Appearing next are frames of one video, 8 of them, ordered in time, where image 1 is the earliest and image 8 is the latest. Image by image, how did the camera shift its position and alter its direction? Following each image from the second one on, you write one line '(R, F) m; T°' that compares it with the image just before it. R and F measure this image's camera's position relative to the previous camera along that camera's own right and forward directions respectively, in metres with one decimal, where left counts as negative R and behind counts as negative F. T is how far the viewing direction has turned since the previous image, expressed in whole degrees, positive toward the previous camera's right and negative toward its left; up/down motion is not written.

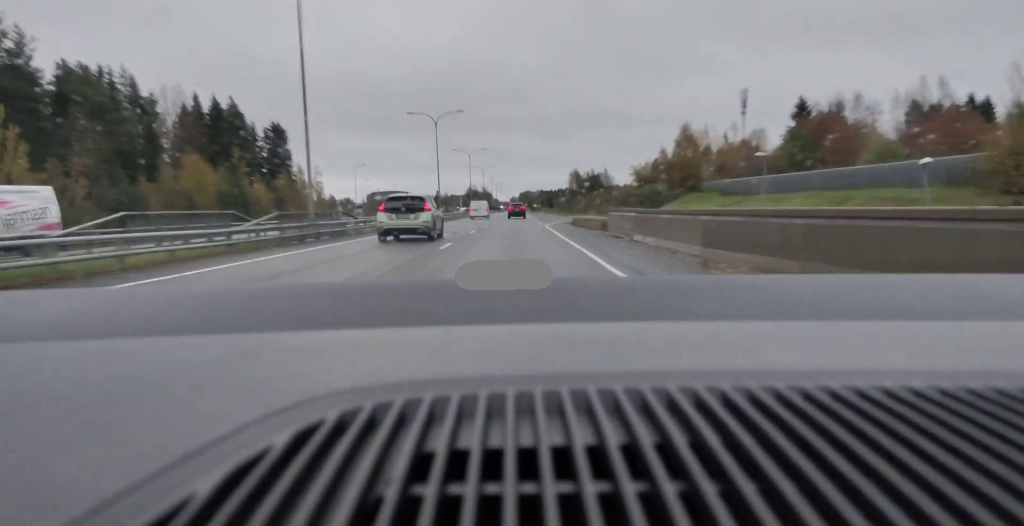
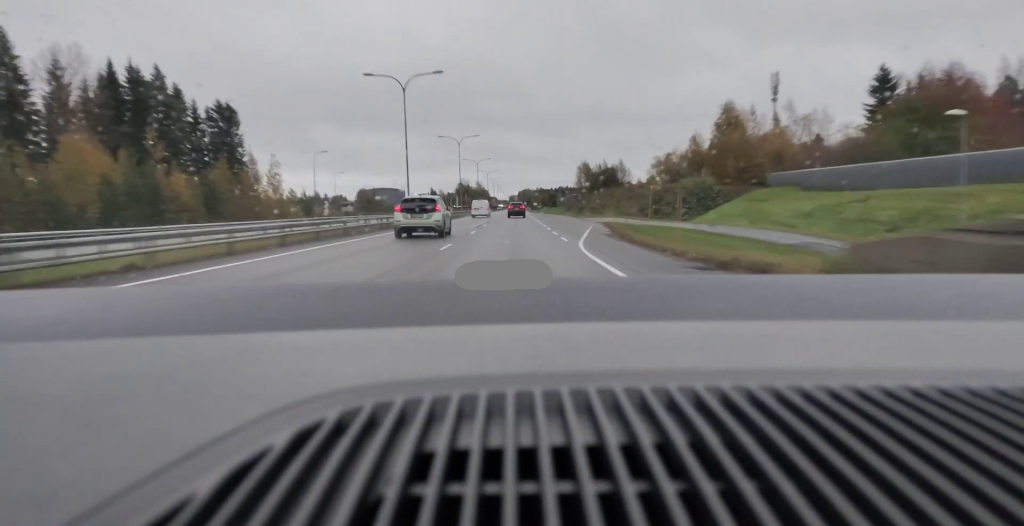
(+0.1, +24.3) m; +1°
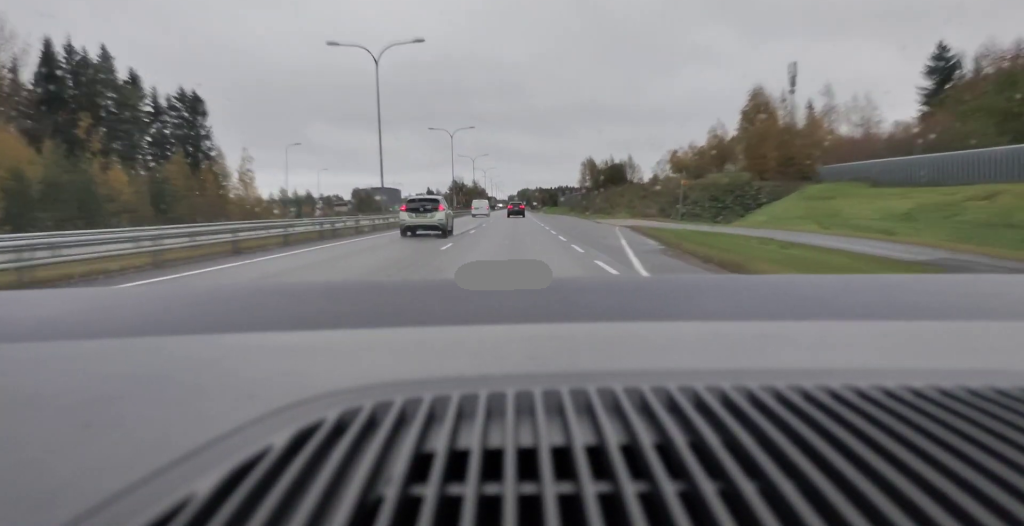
(+0.1, +11.6) m; 0°
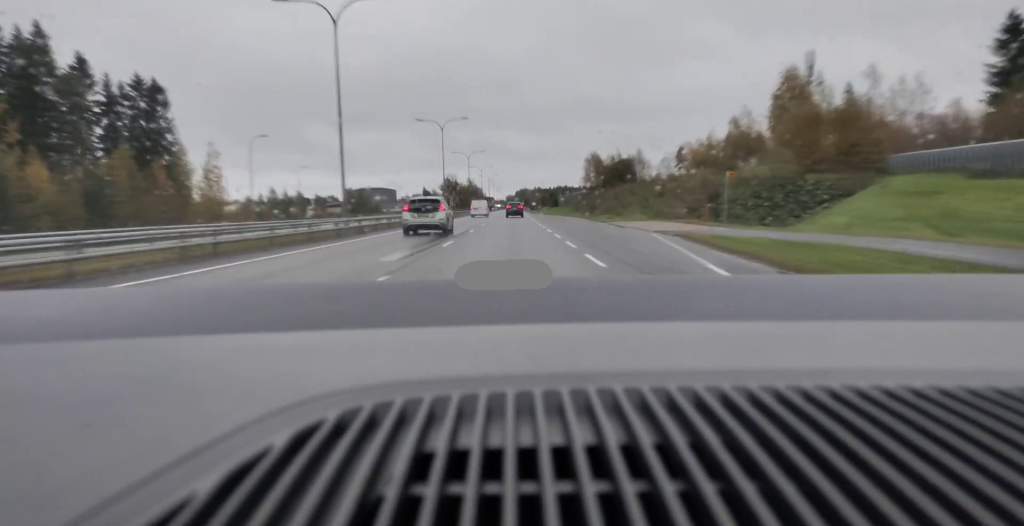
(+0.1, +10.5) m; 0°
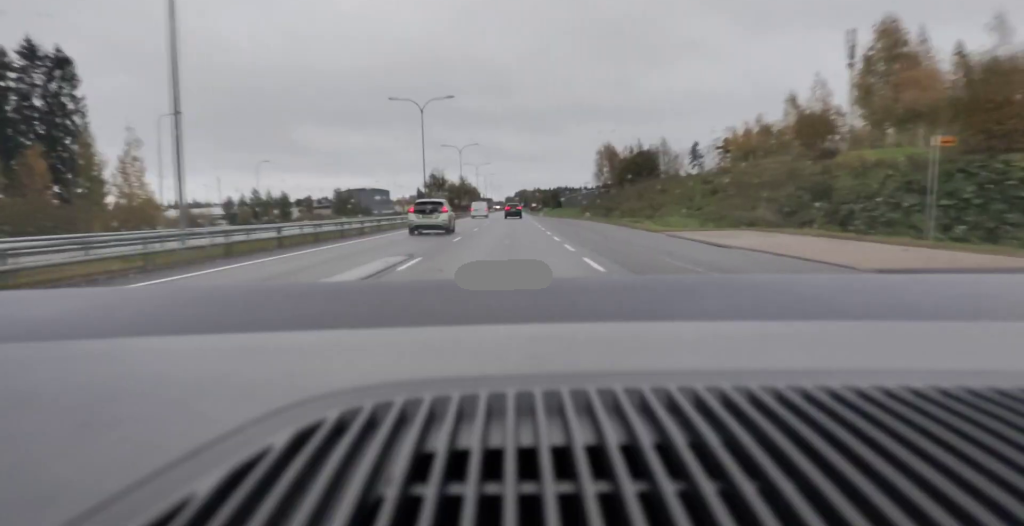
(-0.1, +19.4) m; 0°
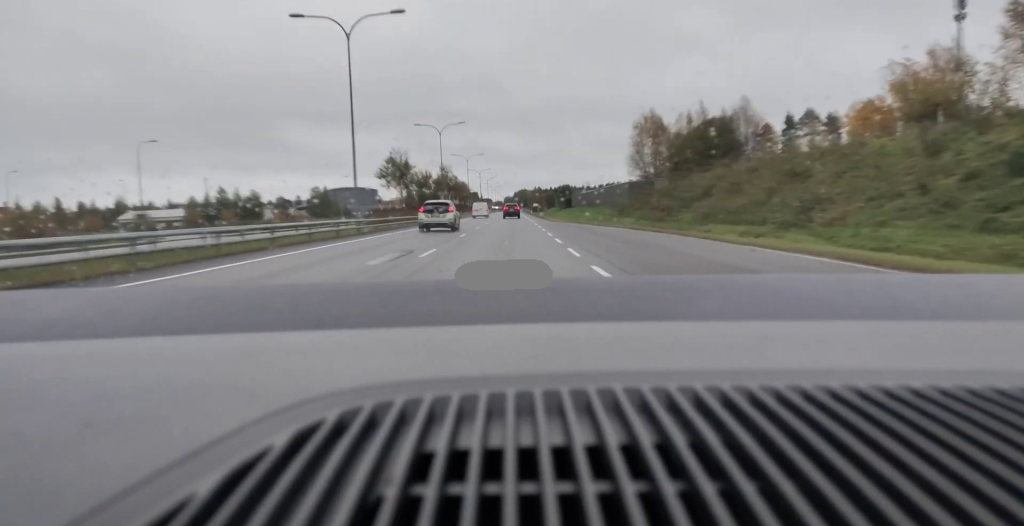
(-0.2, +32.1) m; 0°
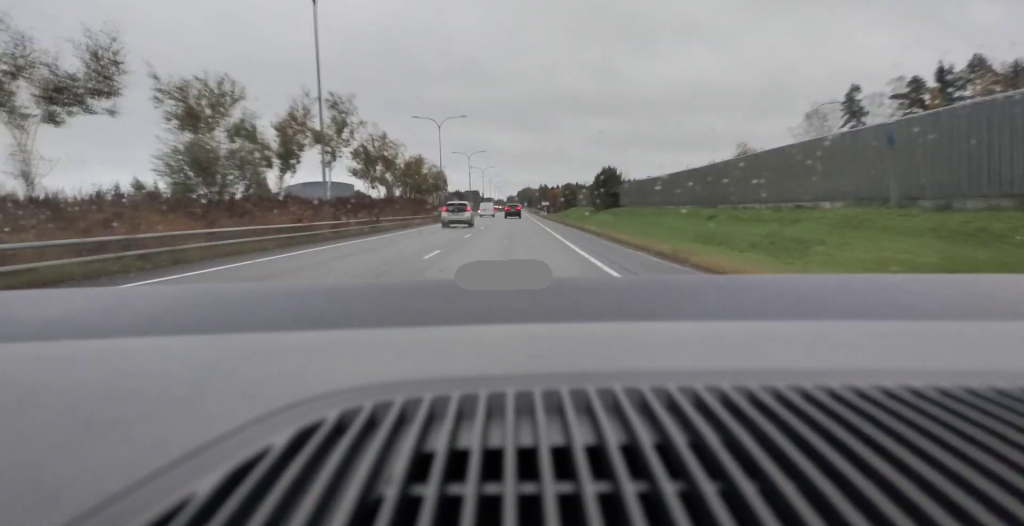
(-0.5, +60.9) m; -1°
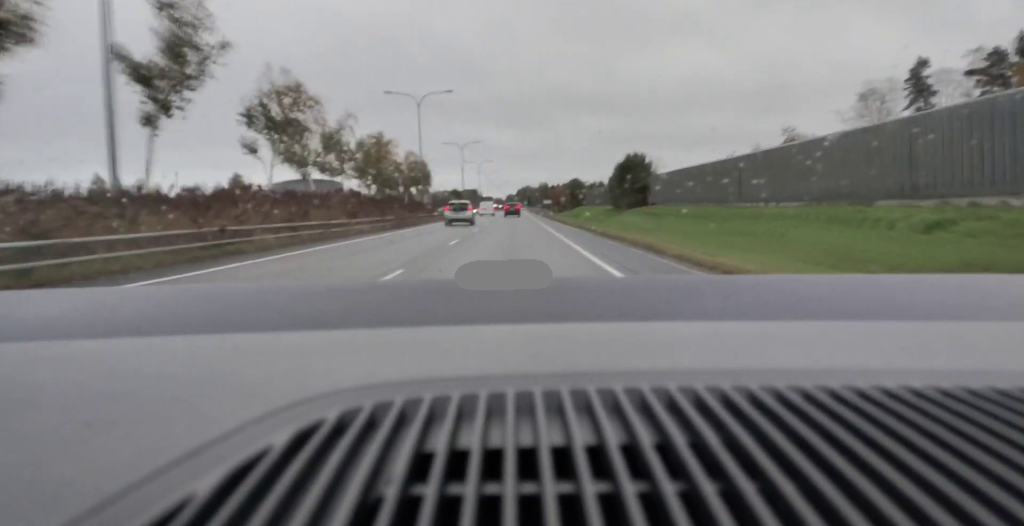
(+0.4, +17.7) m; +1°
